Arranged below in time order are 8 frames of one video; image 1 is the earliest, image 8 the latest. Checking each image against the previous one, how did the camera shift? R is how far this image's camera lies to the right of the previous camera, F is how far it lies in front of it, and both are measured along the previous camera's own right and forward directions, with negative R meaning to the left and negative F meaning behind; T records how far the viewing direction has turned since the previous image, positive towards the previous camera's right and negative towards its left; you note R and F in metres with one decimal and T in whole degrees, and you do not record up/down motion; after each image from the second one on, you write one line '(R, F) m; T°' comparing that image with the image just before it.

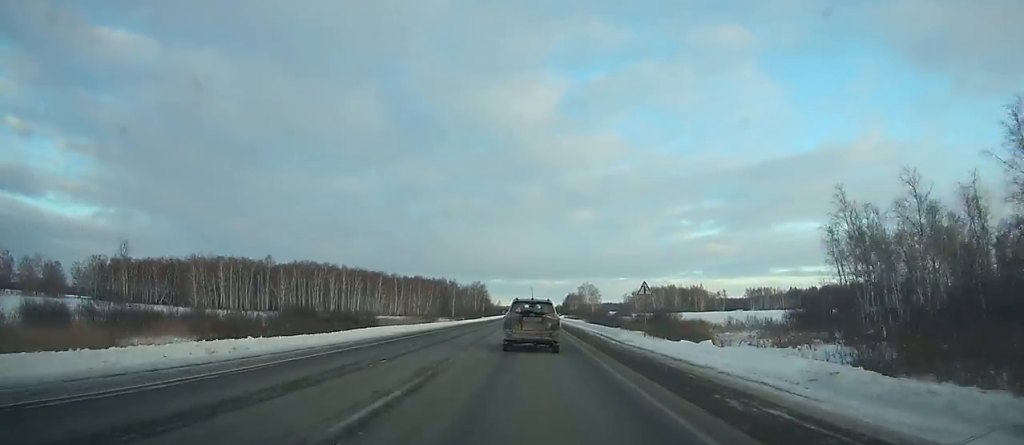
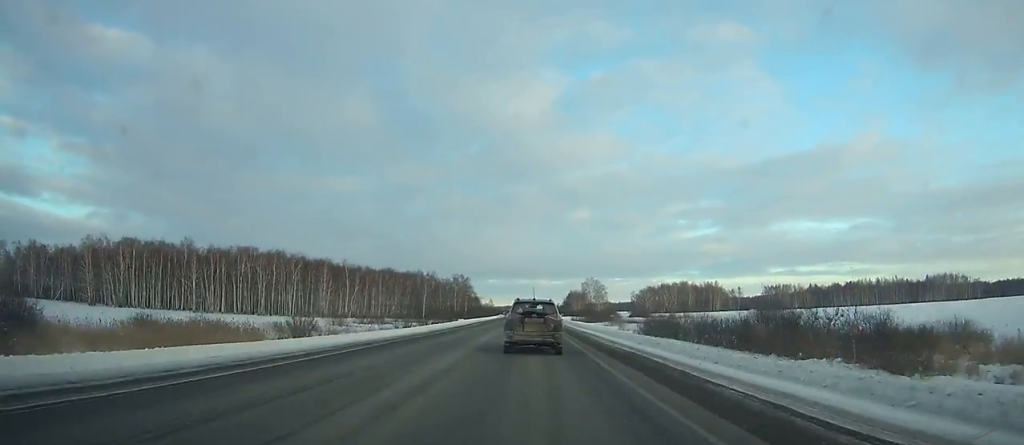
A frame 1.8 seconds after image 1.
(0.0, +52.0) m; 0°
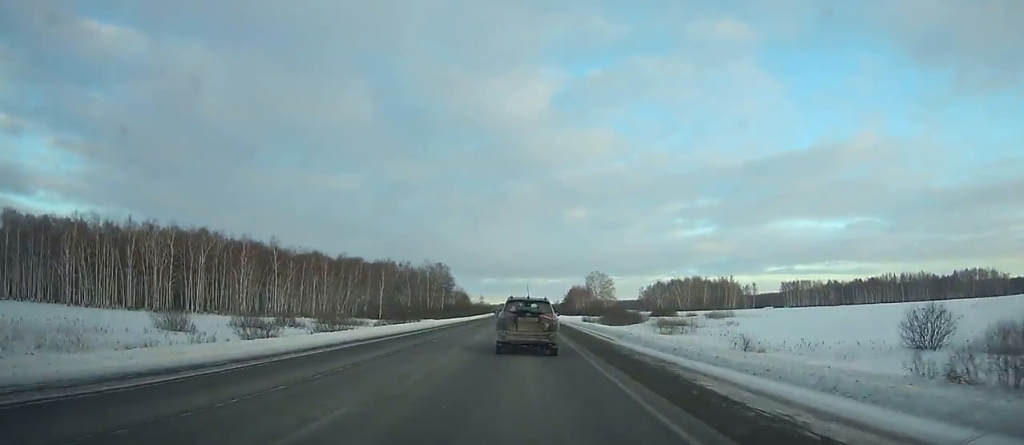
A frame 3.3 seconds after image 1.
(+0.1, +43.3) m; 0°
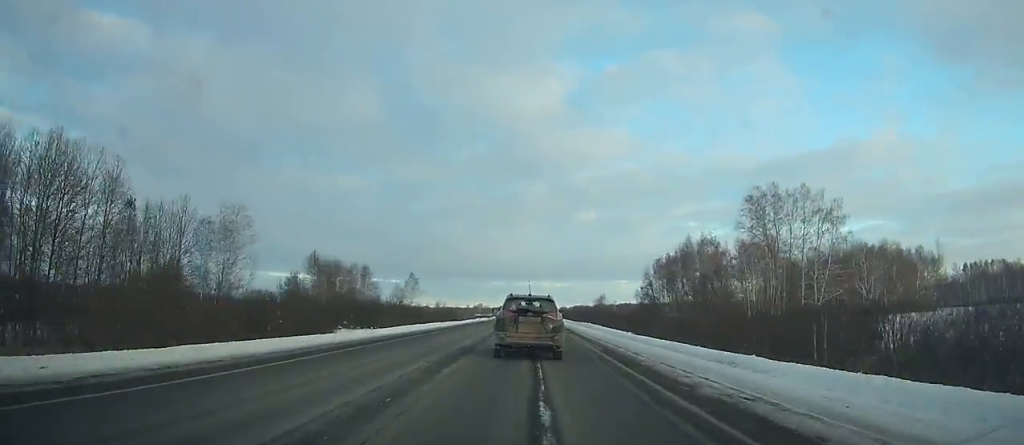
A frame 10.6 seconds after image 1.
(-1.2, +206.7) m; 0°
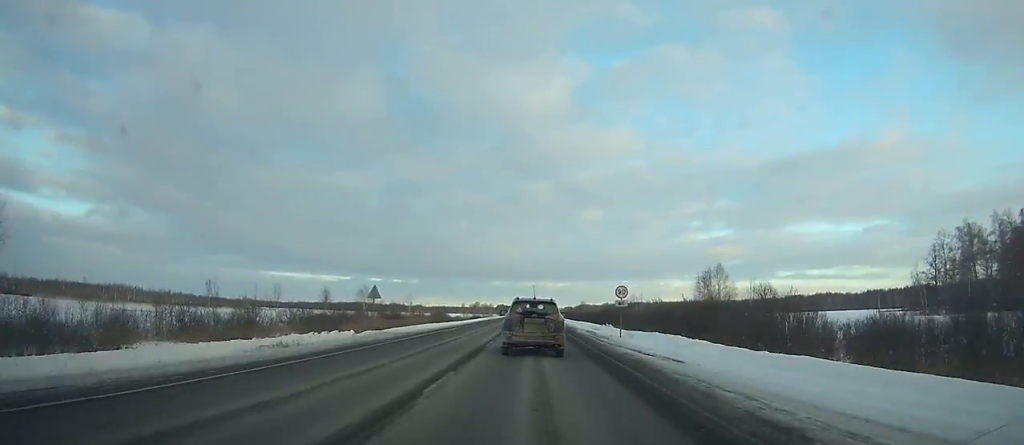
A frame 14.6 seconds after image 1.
(+0.2, +109.9) m; 0°
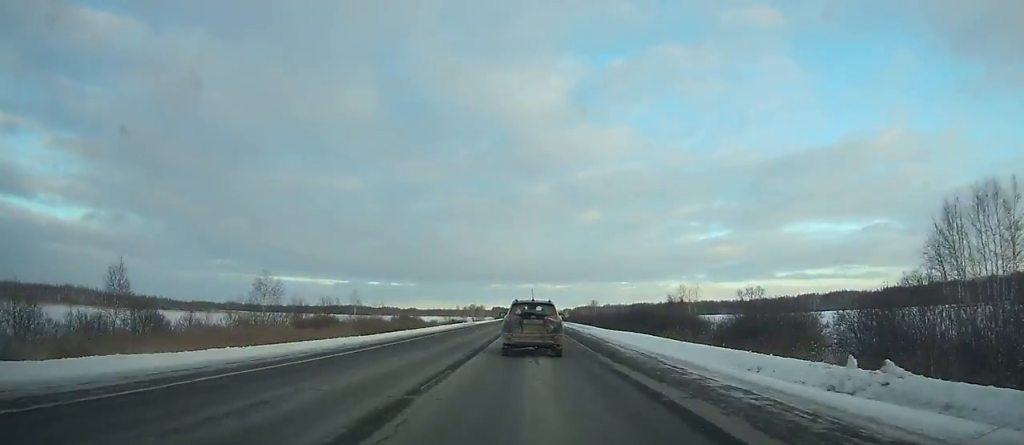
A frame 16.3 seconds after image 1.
(0.0, +46.1) m; 0°
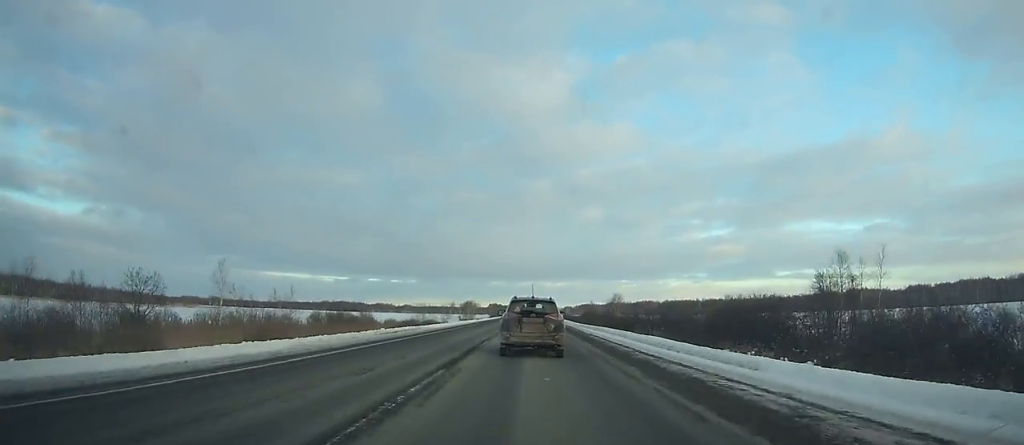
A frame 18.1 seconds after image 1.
(+0.1, +48.3) m; 0°
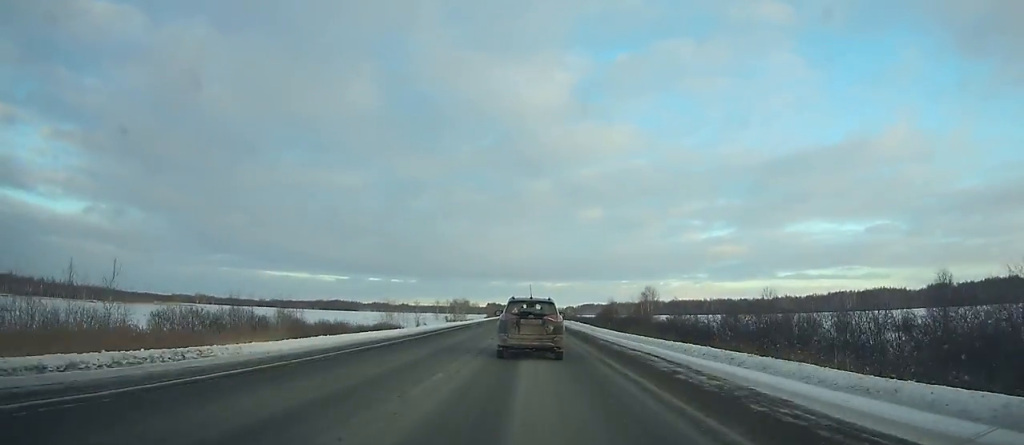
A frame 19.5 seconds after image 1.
(0.0, +37.3) m; 0°
